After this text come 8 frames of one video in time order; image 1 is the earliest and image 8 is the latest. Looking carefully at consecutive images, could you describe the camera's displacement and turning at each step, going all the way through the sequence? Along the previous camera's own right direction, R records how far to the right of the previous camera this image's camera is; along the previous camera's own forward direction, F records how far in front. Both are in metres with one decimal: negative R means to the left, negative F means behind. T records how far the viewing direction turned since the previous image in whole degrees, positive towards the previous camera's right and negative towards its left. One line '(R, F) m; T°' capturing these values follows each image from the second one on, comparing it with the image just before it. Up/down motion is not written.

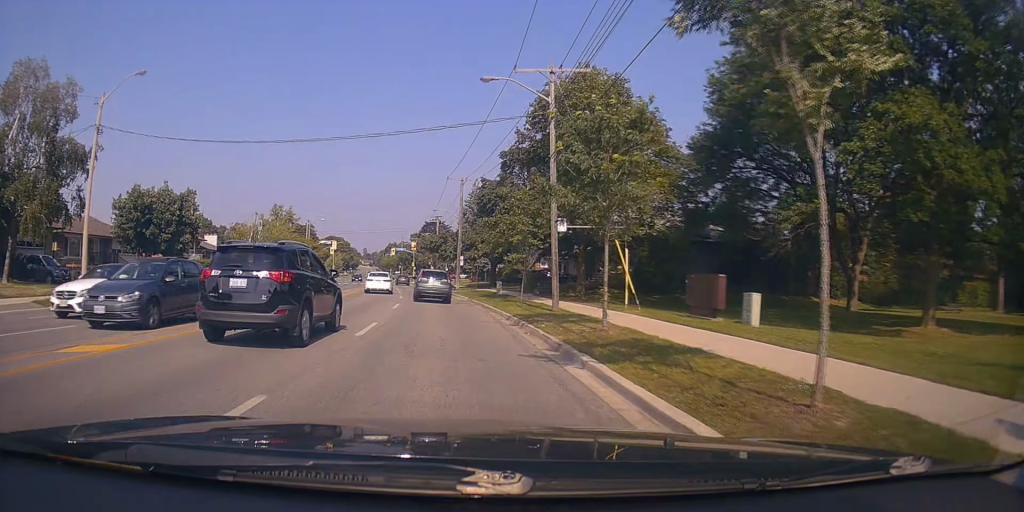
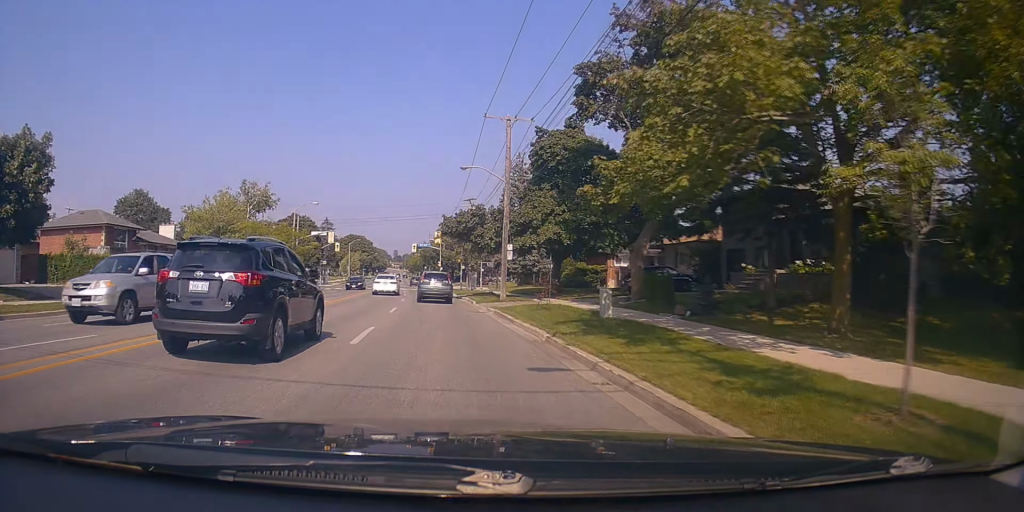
(-0.2, +21.2) m; 0°
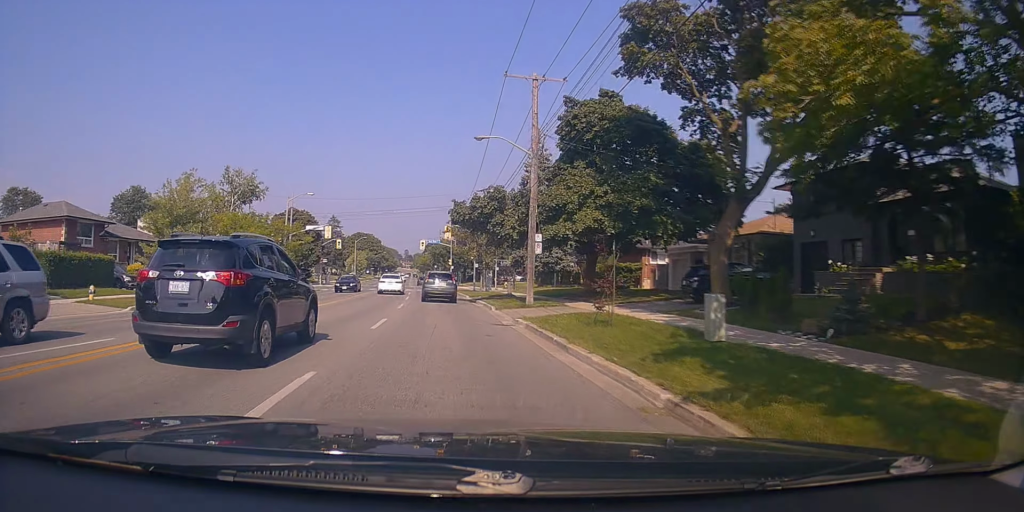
(-0.1, +6.7) m; +1°
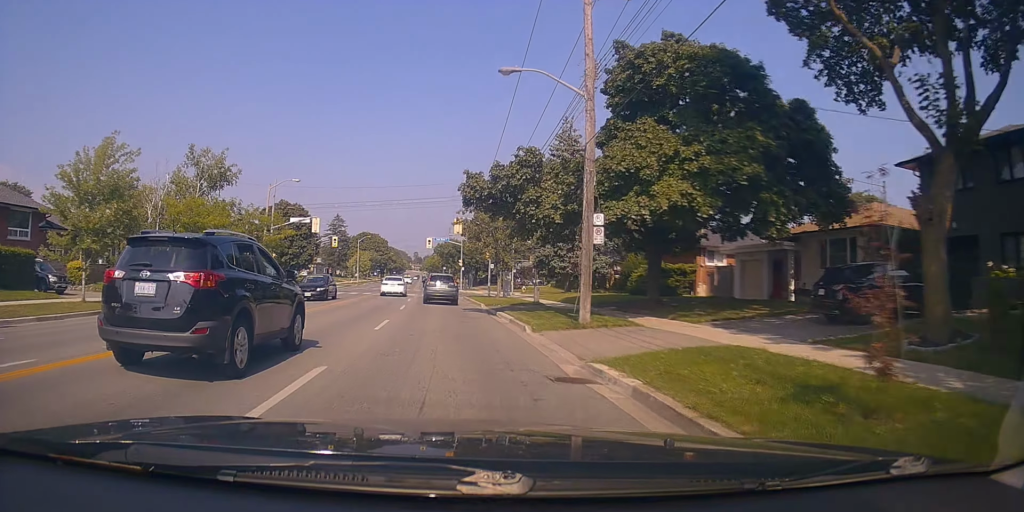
(+0.1, +8.7) m; 0°
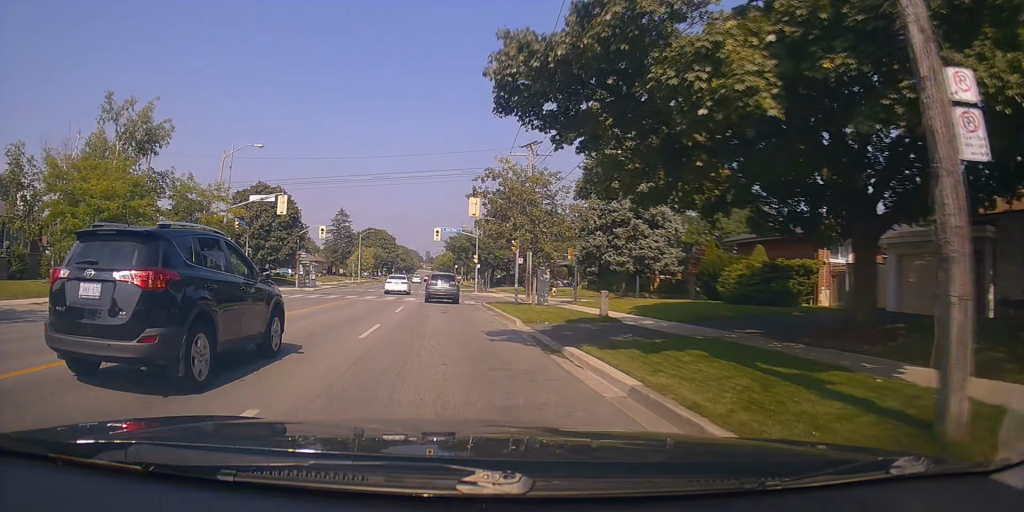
(+0.1, +12.0) m; -2°
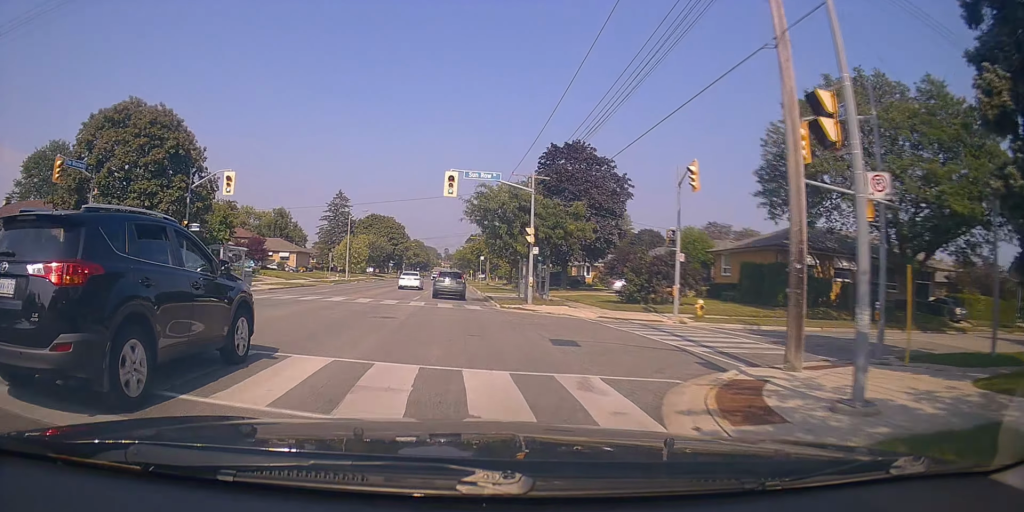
(-1.5, +28.0) m; -3°
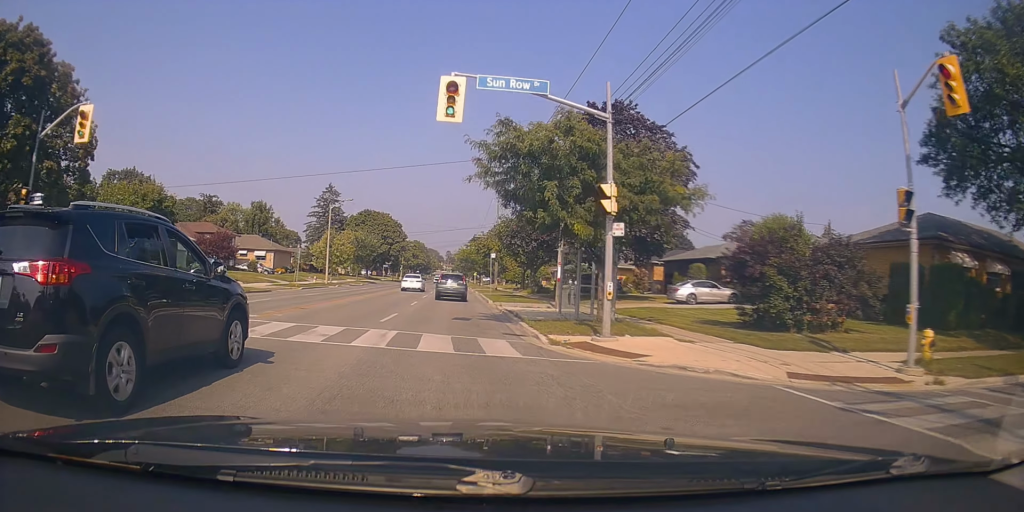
(0.0, +13.3) m; -1°
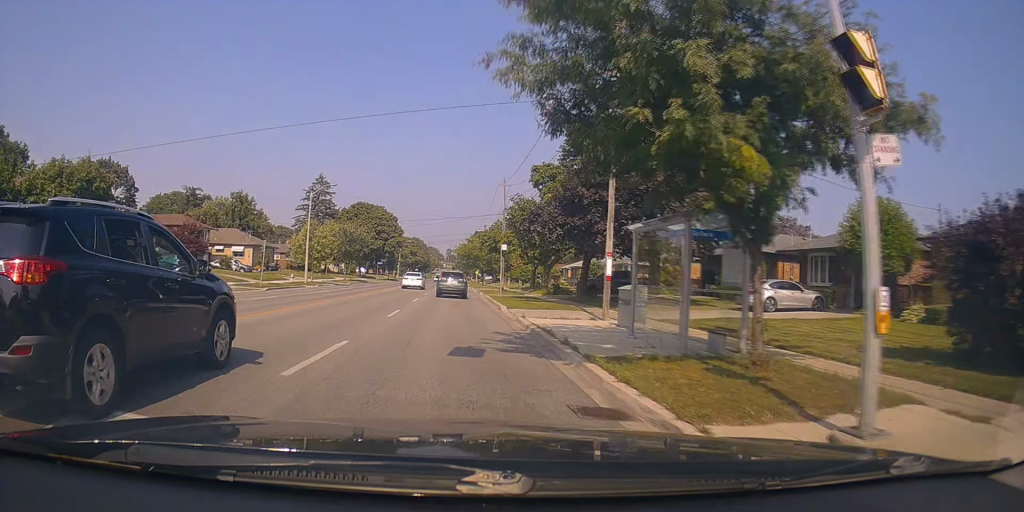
(-0.1, +9.0) m; -1°
